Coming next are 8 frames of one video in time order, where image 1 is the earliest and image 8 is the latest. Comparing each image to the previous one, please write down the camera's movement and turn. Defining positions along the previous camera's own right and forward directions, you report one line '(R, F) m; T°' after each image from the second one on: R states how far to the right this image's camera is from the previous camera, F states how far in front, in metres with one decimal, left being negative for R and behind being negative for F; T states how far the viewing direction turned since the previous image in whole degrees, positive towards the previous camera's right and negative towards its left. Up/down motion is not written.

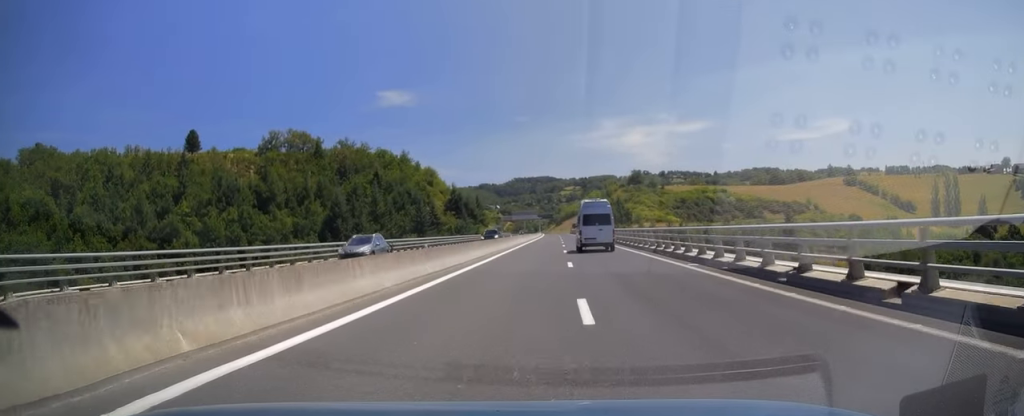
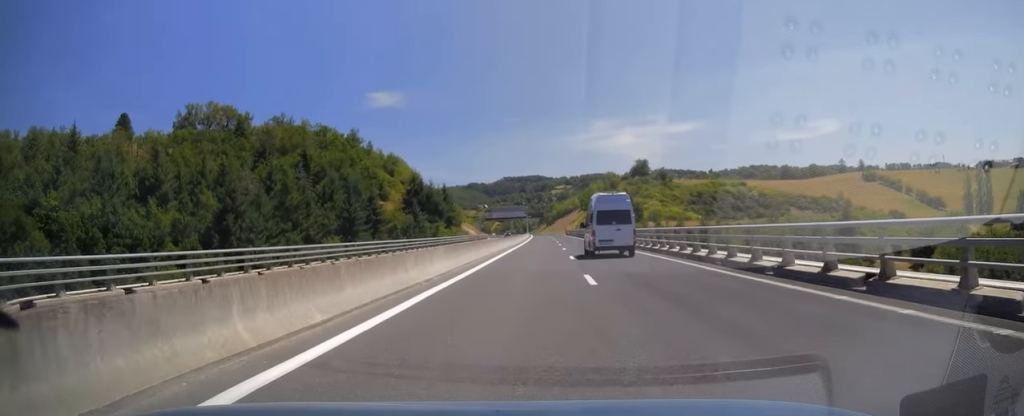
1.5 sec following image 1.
(+0.4, +45.9) m; 0°
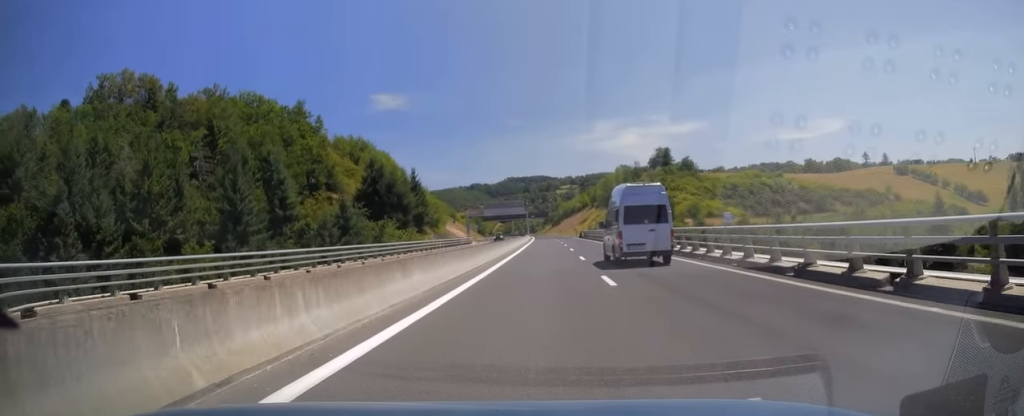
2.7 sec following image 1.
(-0.1, +38.7) m; 0°
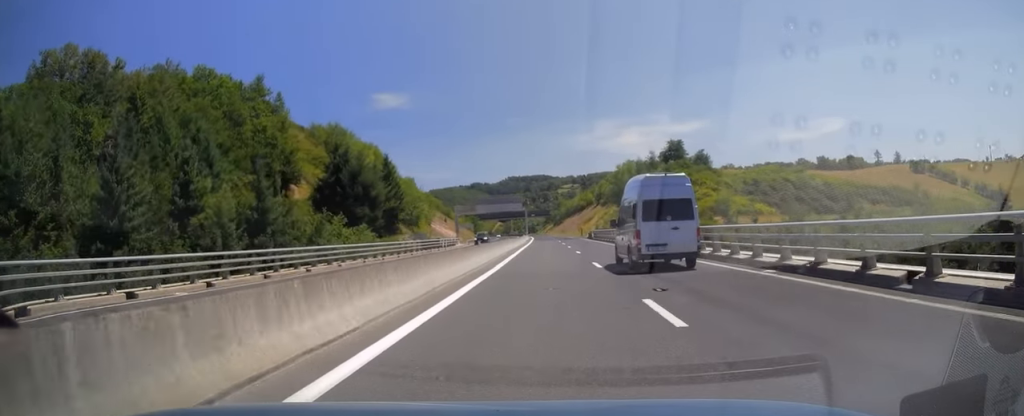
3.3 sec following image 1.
(0.0, +19.5) m; -1°
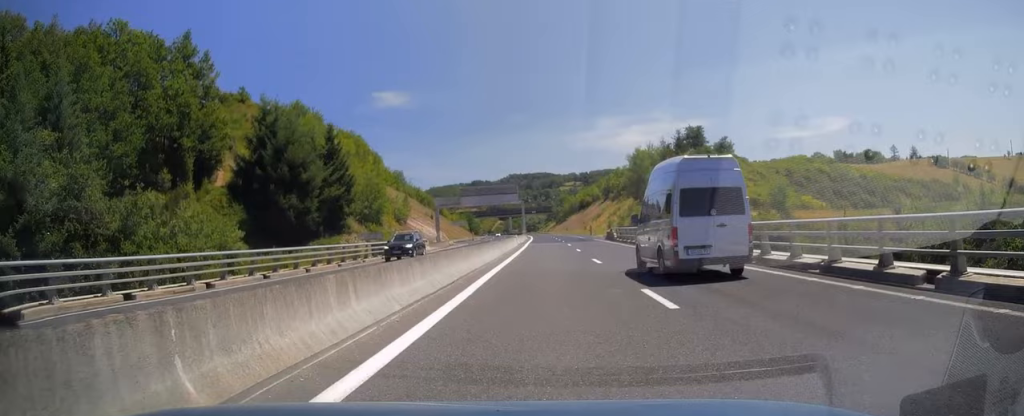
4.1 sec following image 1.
(-0.2, +24.4) m; 0°
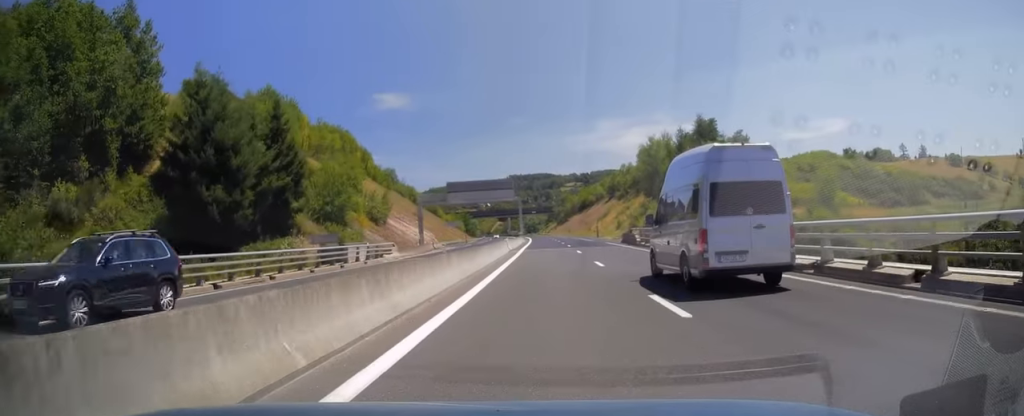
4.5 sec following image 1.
(-0.2, +13.8) m; 0°
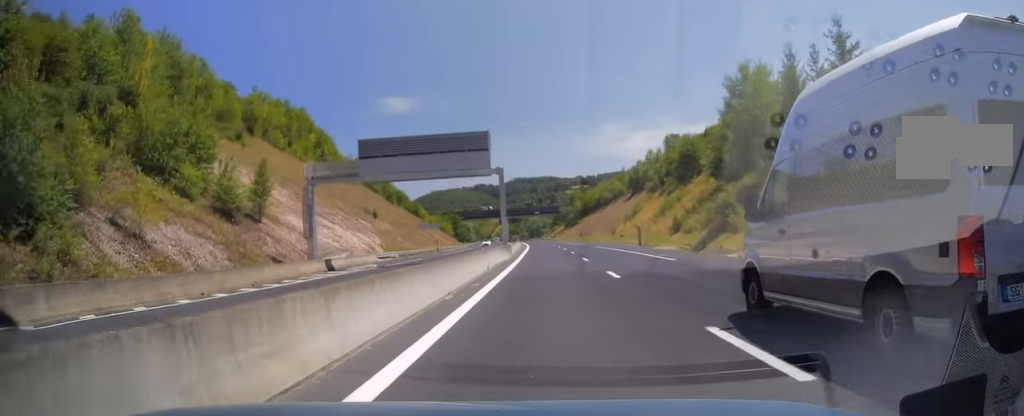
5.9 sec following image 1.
(+0.5, +42.7) m; 0°
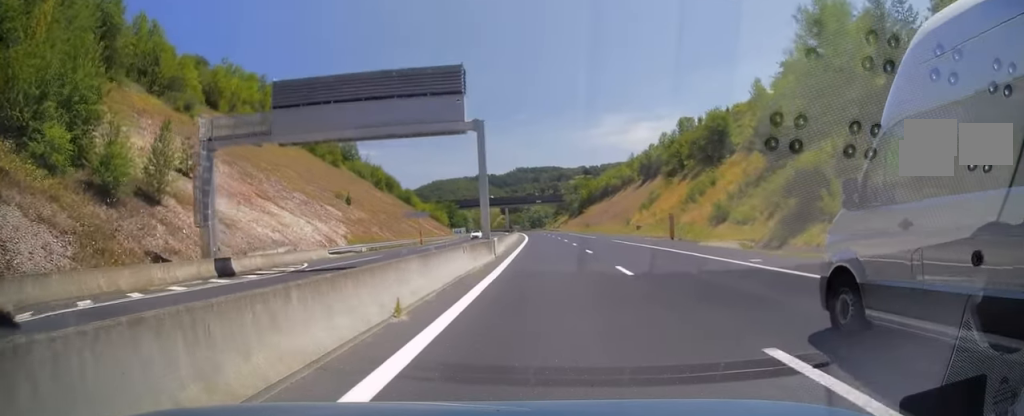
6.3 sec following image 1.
(+0.1, +14.9) m; 0°
